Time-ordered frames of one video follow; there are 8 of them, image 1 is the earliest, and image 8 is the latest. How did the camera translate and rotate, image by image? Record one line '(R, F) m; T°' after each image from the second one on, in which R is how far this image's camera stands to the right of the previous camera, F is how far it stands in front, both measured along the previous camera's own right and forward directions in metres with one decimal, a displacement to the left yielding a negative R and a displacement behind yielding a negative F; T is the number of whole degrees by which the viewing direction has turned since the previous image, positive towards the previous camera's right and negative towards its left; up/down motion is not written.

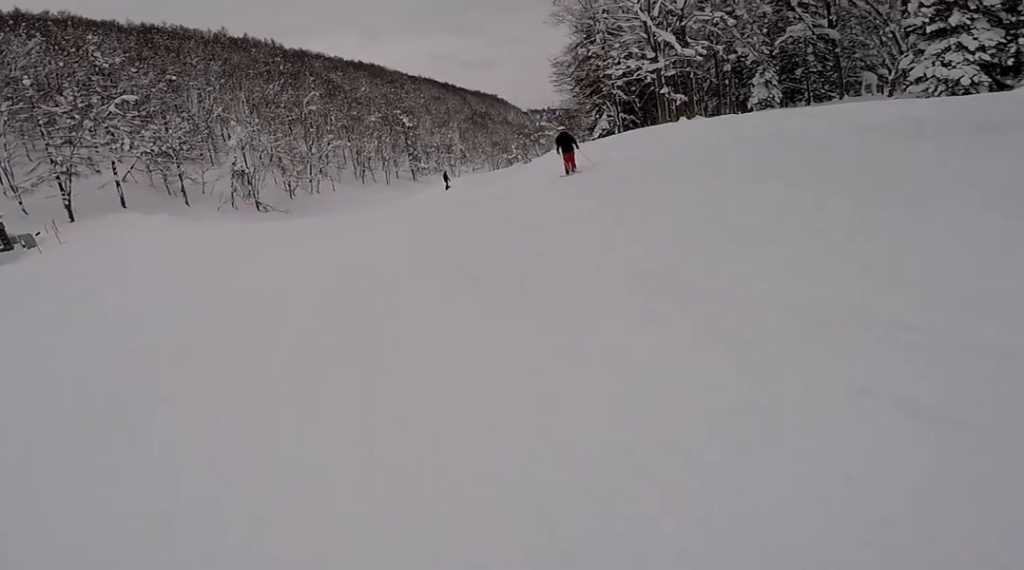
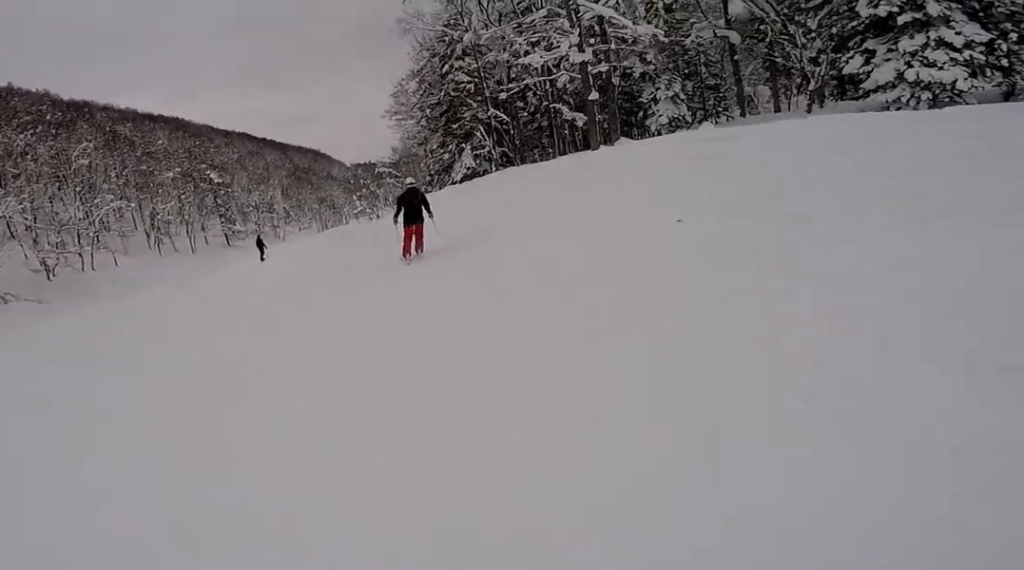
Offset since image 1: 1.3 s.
(+2.1, +12.6) m; +22°
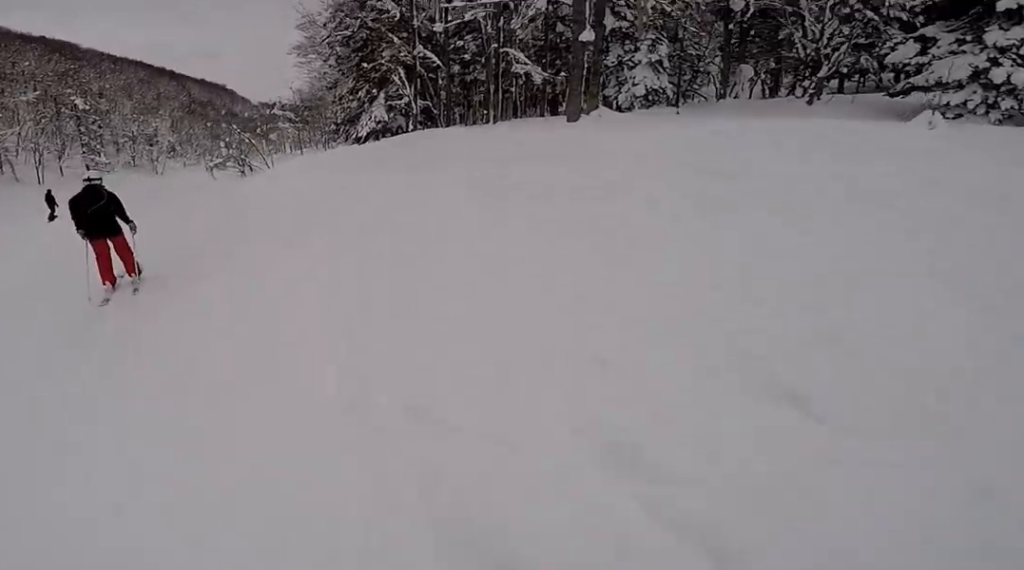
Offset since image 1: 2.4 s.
(+1.6, +8.1) m; +13°
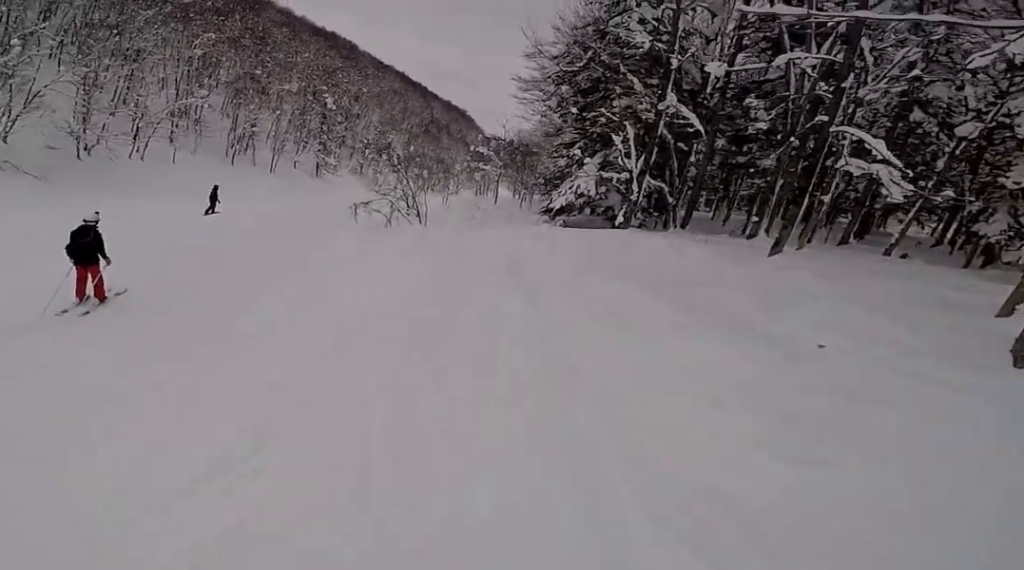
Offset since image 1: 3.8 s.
(-0.1, +8.8) m; -14°
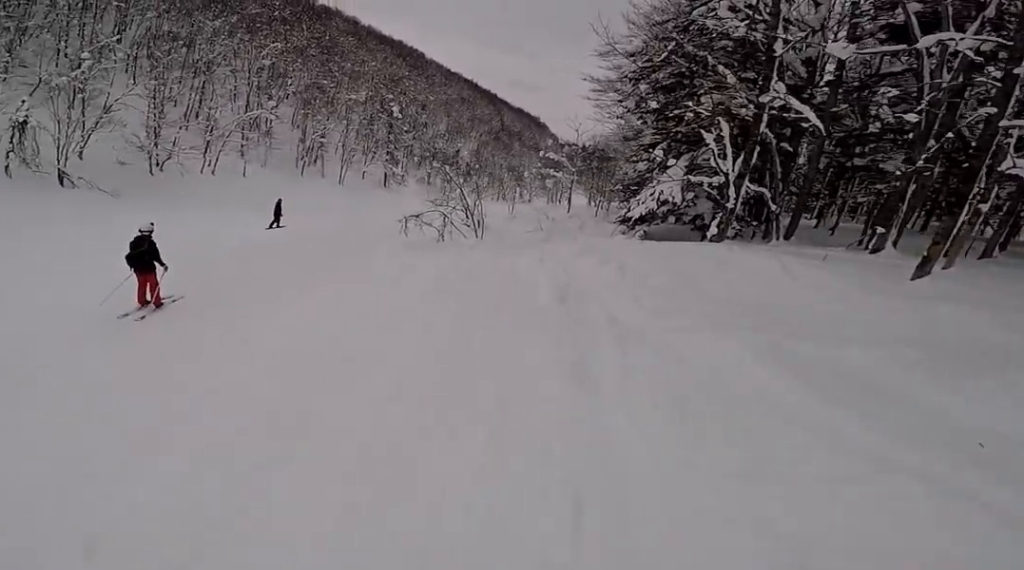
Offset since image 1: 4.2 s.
(0.0, +2.5) m; -8°
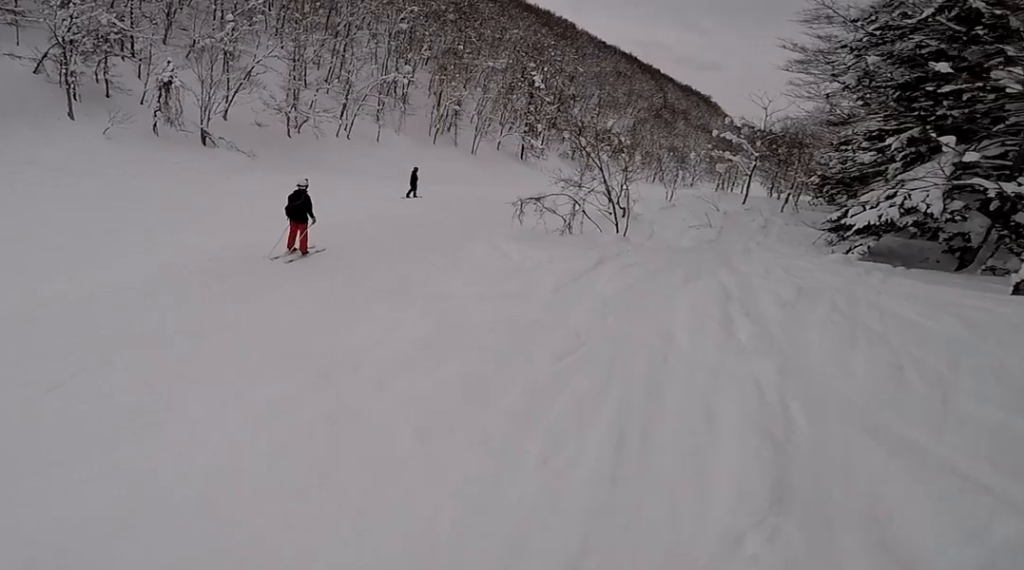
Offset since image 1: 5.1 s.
(-0.9, +4.5) m; -16°
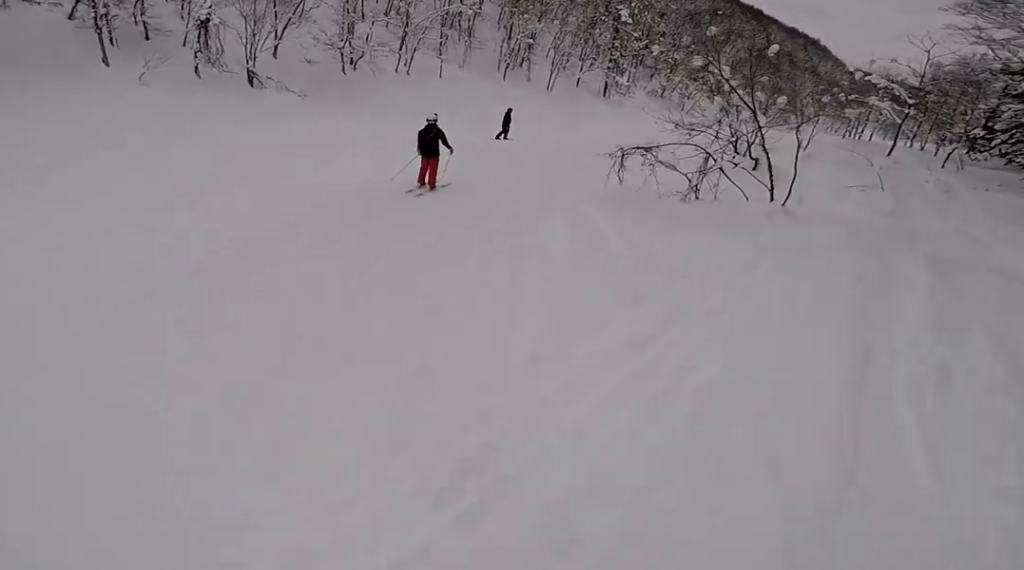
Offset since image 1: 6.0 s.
(-0.4, +5.2) m; +2°
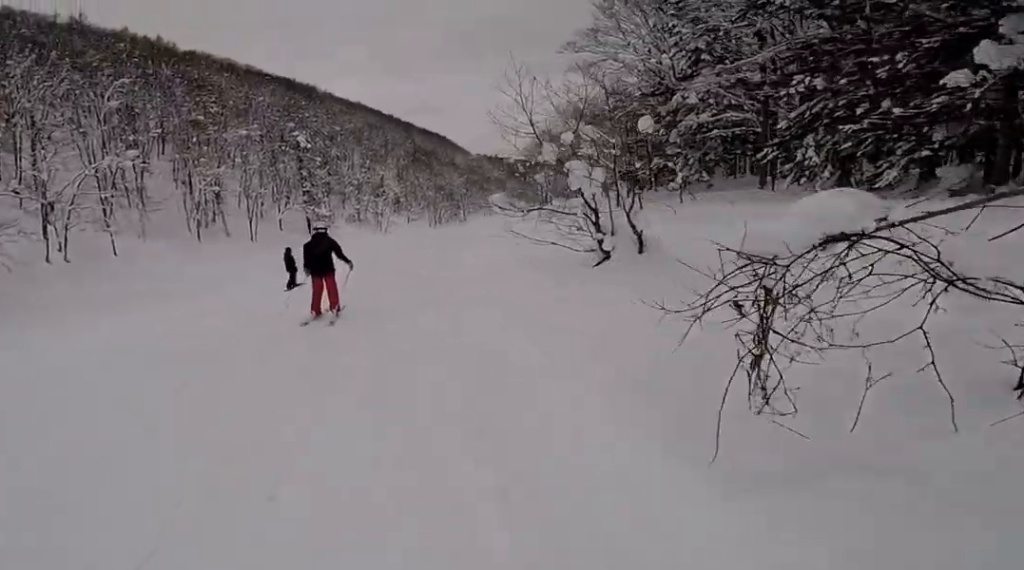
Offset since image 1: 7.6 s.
(+0.1, +9.4) m; +5°
